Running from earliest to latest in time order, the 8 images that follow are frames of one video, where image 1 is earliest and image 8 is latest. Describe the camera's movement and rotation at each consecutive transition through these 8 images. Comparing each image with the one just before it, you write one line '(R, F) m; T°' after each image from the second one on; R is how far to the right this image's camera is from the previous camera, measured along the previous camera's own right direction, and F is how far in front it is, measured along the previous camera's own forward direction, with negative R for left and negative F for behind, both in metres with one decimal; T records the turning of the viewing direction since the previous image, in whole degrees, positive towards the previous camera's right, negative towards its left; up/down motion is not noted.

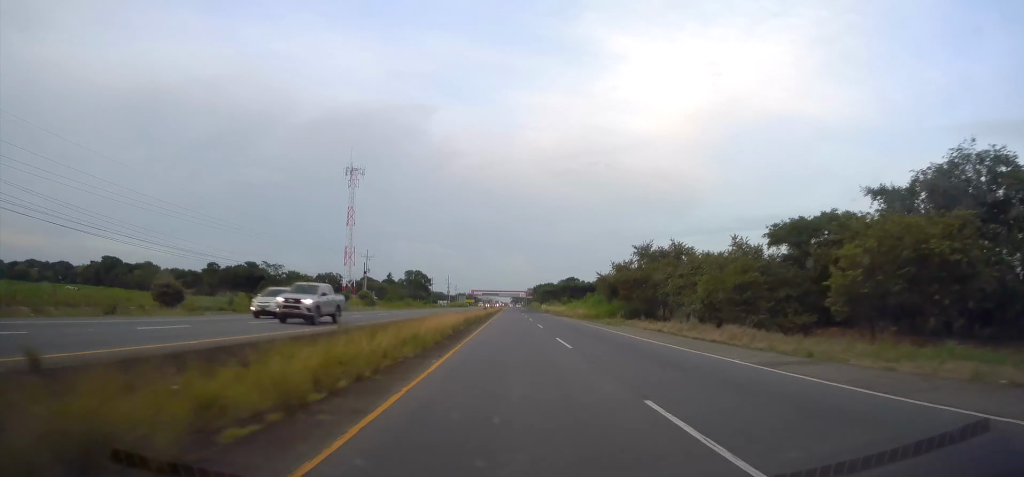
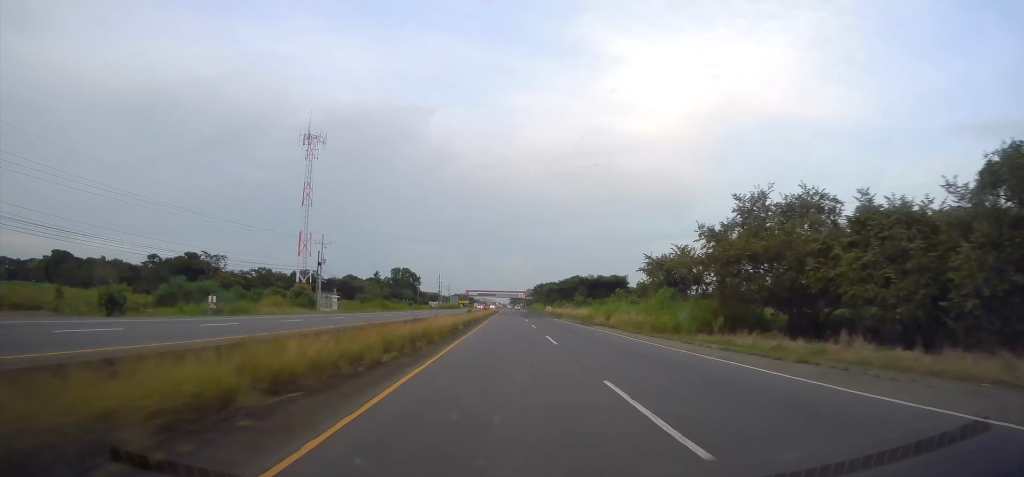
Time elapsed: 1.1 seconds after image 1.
(+0.2, +27.8) m; 0°
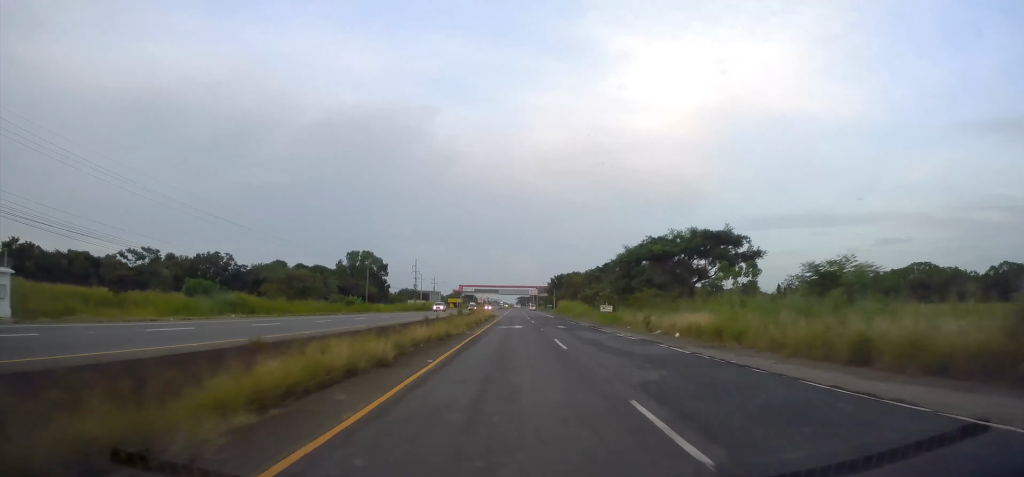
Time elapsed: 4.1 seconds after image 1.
(-0.5, +77.5) m; -1°
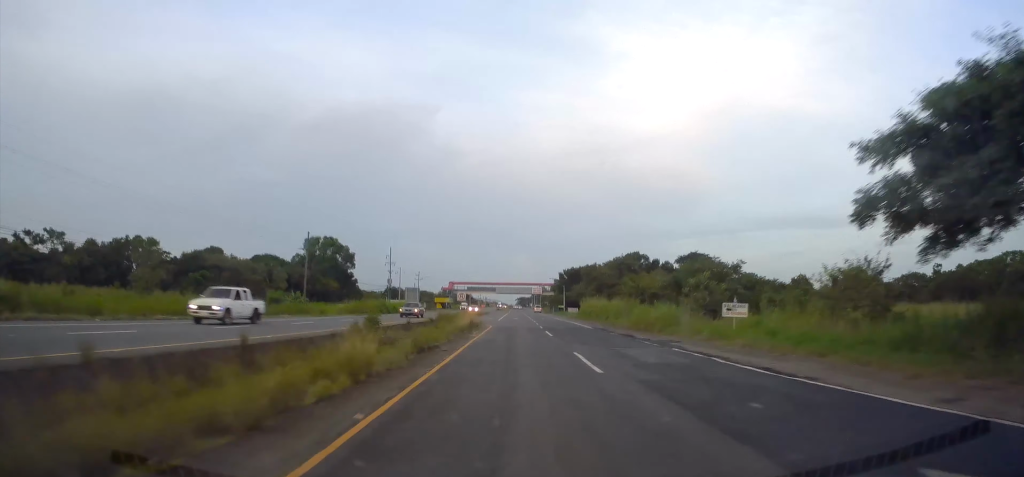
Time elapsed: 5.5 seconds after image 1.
(0.0, +36.8) m; 0°
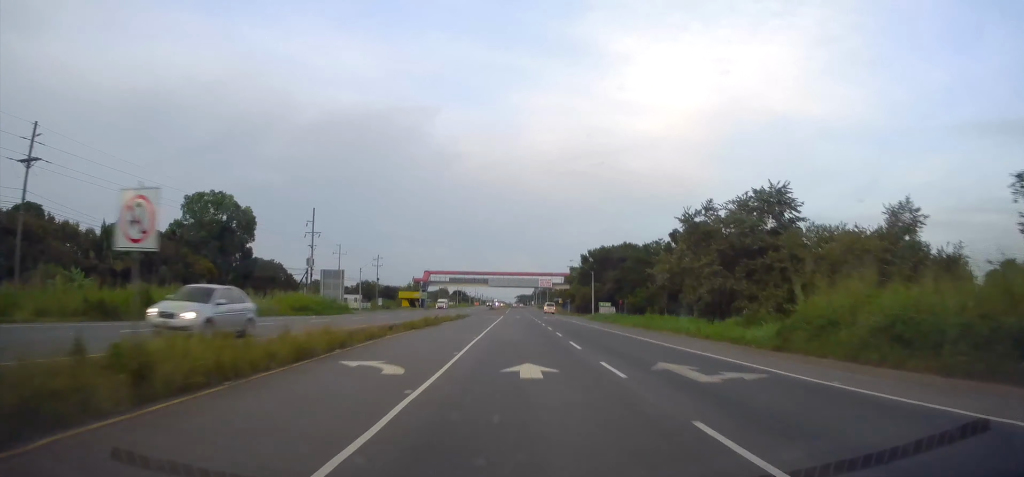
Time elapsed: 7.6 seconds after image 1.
(-0.2, +54.5) m; 0°
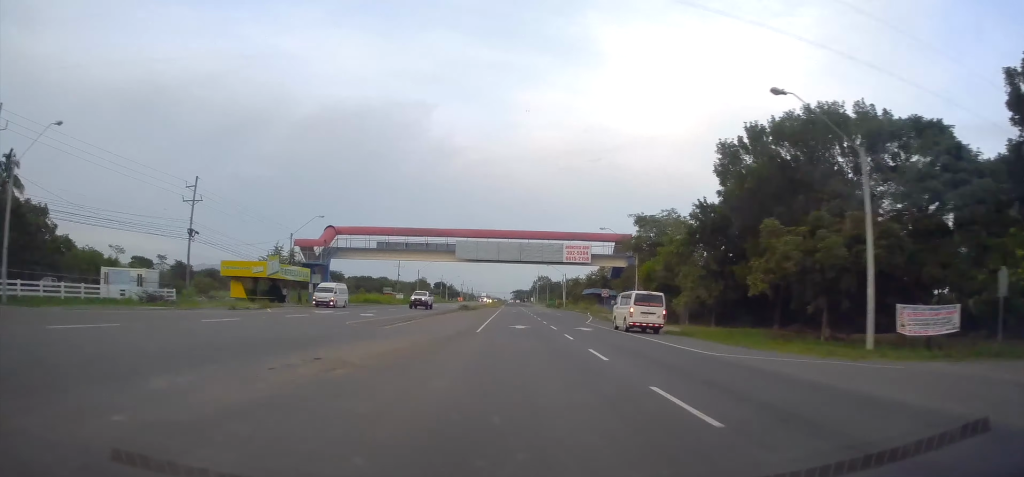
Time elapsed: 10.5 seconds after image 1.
(+0.5, +76.3) m; 0°
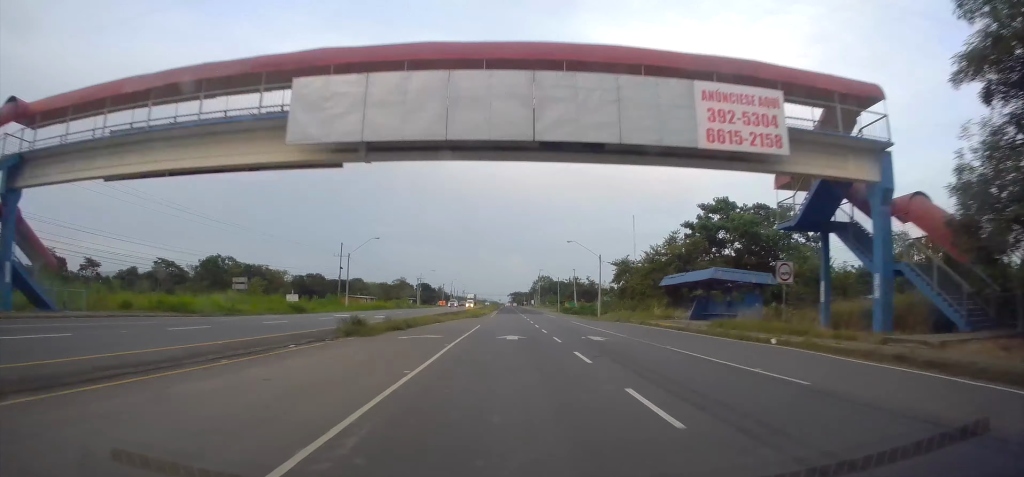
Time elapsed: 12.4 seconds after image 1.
(-0.1, +49.7) m; 0°
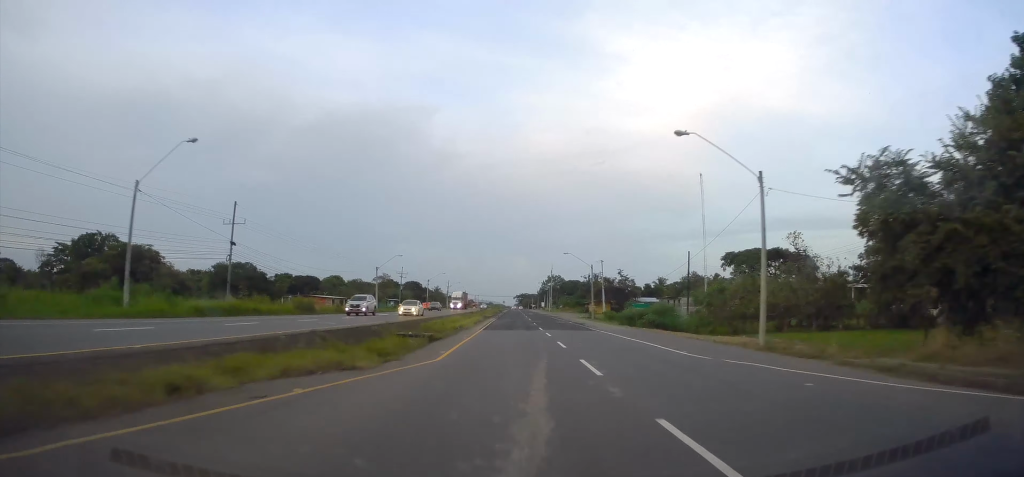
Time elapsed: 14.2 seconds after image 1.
(+0.2, +44.9) m; 0°
